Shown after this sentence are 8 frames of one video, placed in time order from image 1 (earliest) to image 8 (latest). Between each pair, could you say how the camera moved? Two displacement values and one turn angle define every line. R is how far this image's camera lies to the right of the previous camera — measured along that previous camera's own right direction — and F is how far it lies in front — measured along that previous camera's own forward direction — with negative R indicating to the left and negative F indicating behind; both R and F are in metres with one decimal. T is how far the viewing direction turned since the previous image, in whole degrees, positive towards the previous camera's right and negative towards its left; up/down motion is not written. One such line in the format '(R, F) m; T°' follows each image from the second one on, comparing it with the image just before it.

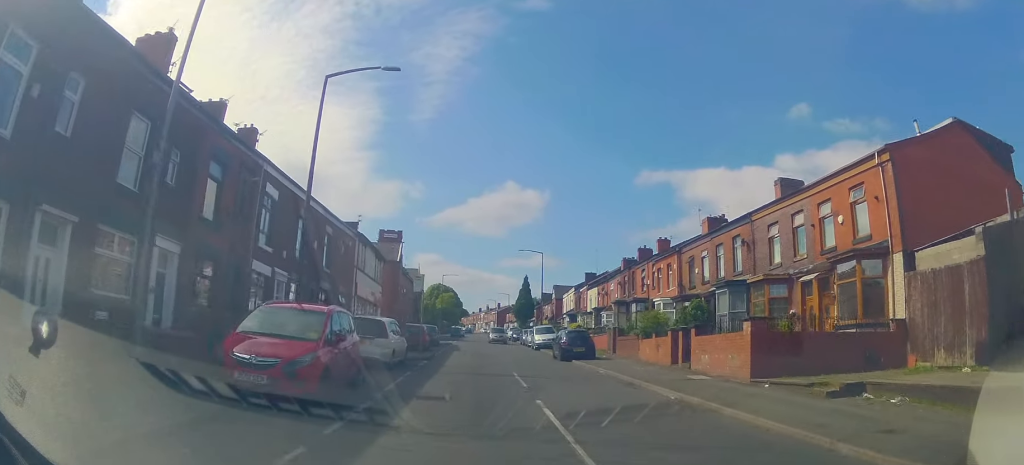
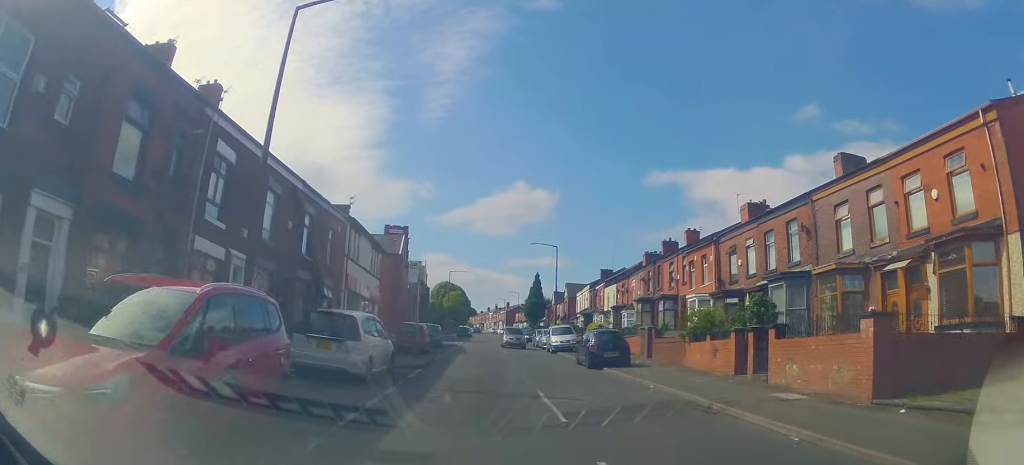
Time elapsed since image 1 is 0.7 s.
(-0.1, +4.9) m; -1°
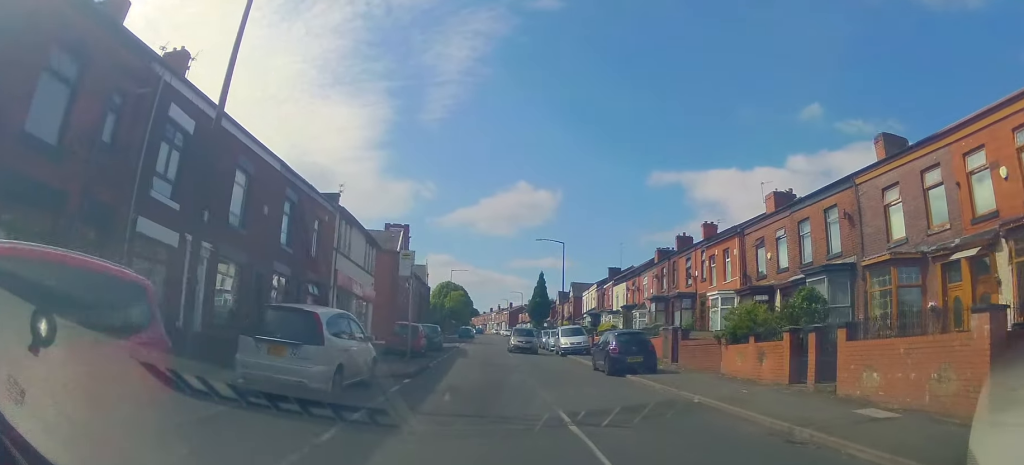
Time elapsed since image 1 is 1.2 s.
(0.0, +3.0) m; -1°
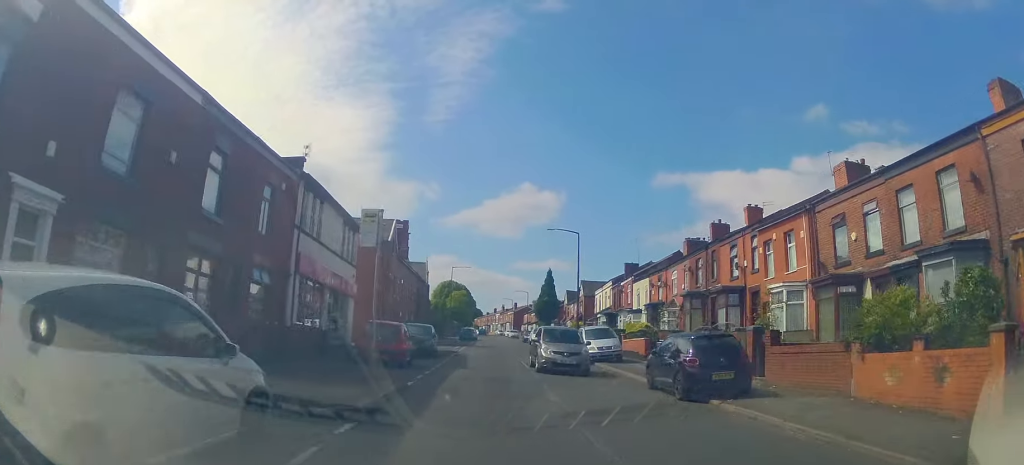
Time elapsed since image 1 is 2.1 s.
(-0.1, +6.9) m; -1°
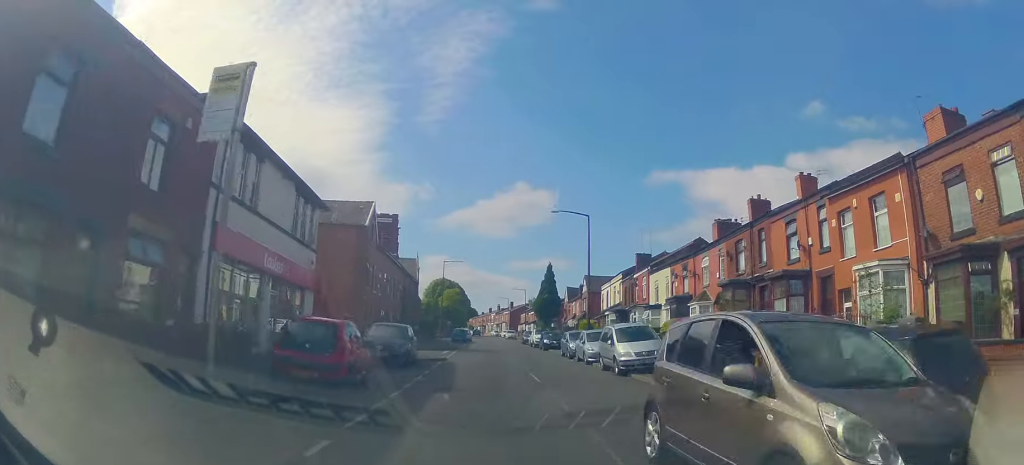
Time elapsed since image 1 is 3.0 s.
(0.0, +7.2) m; 0°
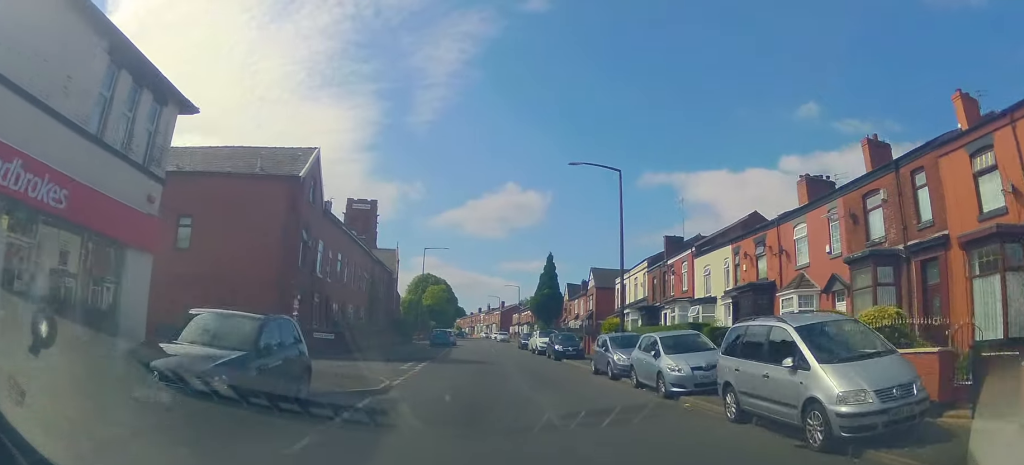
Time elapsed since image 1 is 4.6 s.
(+0.4, +12.7) m; +2°
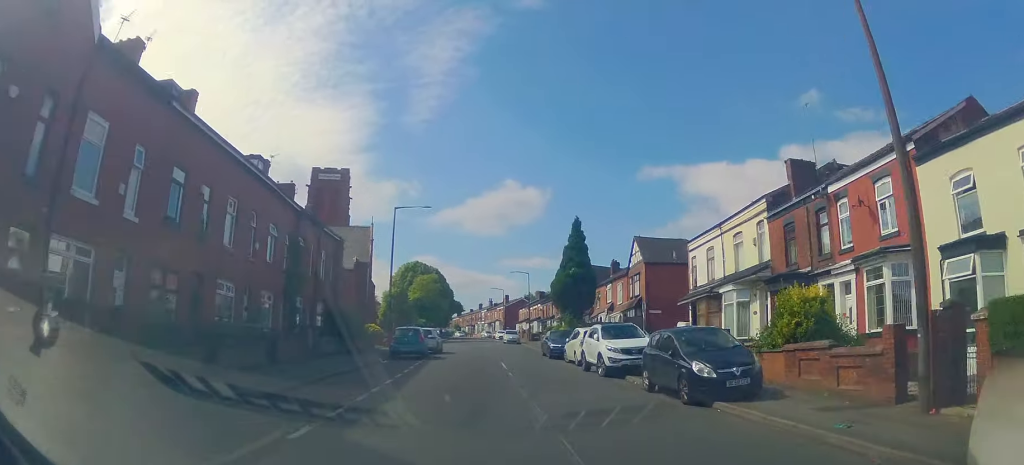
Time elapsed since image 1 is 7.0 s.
(-0.3, +20.7) m; 0°
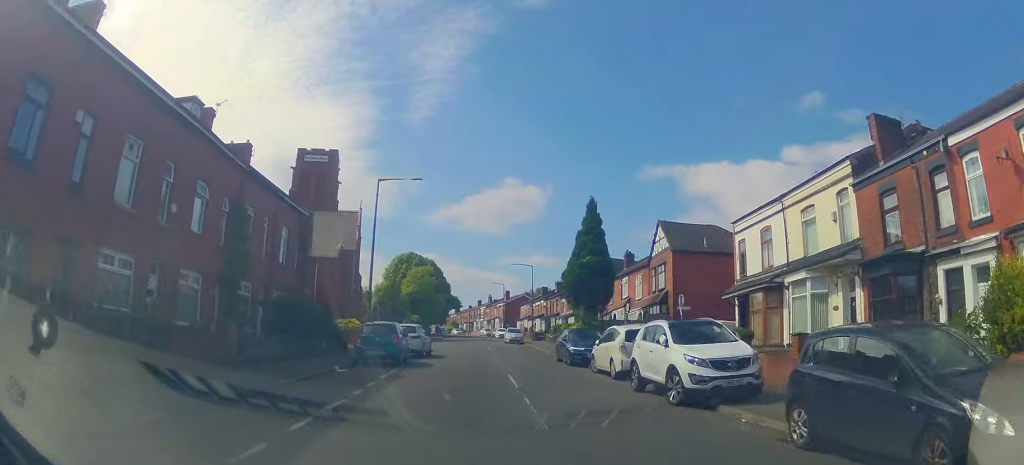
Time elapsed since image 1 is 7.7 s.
(+0.1, +7.1) m; -1°
